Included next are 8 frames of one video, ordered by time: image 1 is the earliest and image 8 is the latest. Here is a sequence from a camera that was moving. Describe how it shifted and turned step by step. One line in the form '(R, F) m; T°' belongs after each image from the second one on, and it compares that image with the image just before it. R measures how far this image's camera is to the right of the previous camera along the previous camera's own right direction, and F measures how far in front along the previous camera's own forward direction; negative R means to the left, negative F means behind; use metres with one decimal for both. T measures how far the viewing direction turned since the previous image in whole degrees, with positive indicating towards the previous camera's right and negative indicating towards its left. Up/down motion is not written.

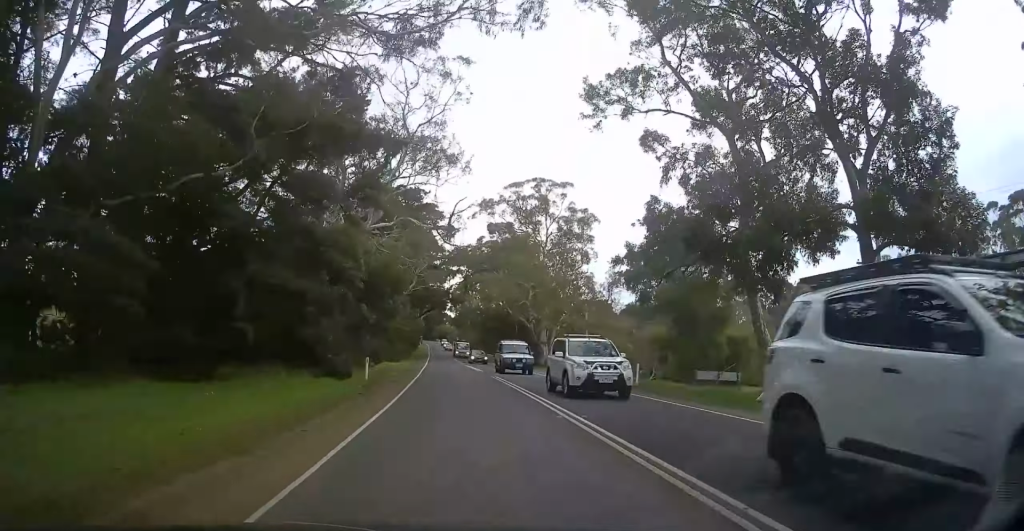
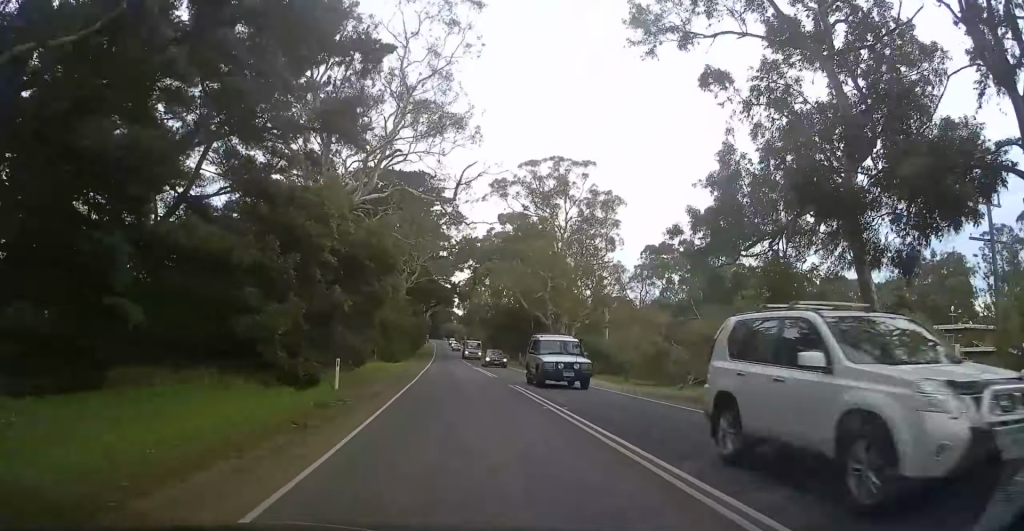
(-0.3, +8.4) m; -1°
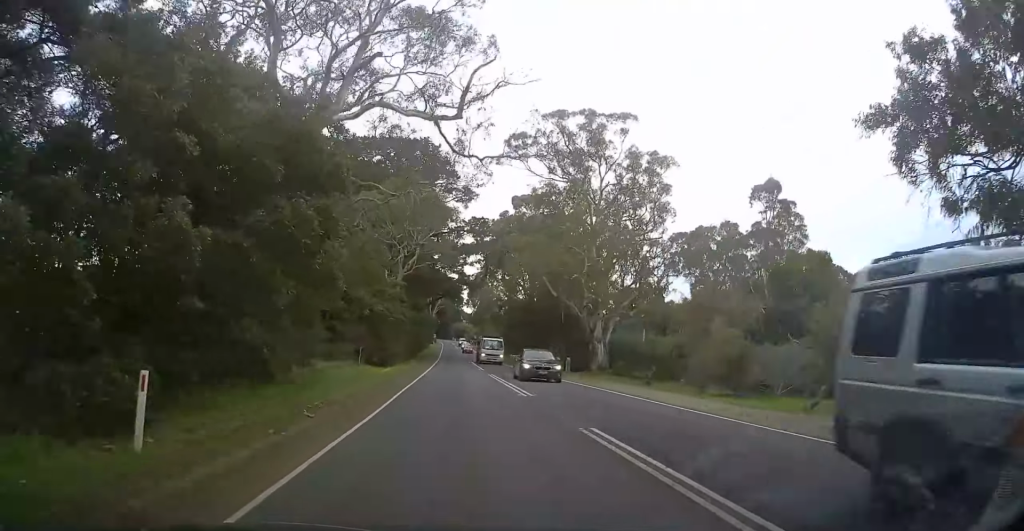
(+0.2, +13.4) m; -1°
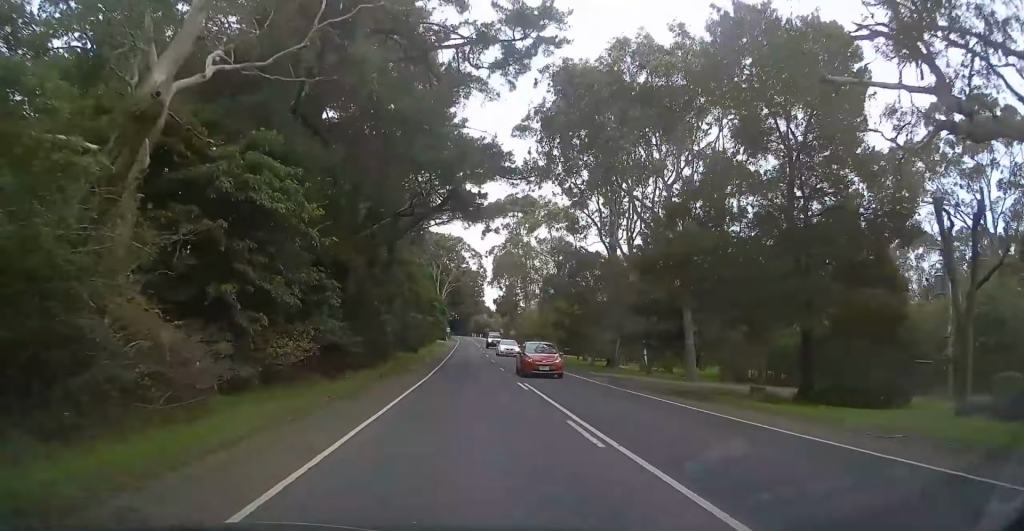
(-0.8, +46.0) m; -1°
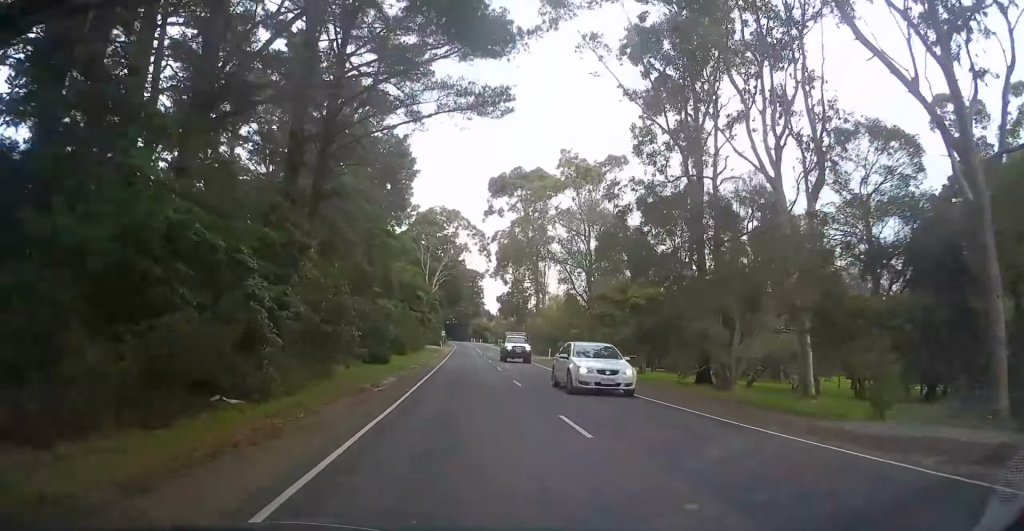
(+0.1, +22.0) m; 0°
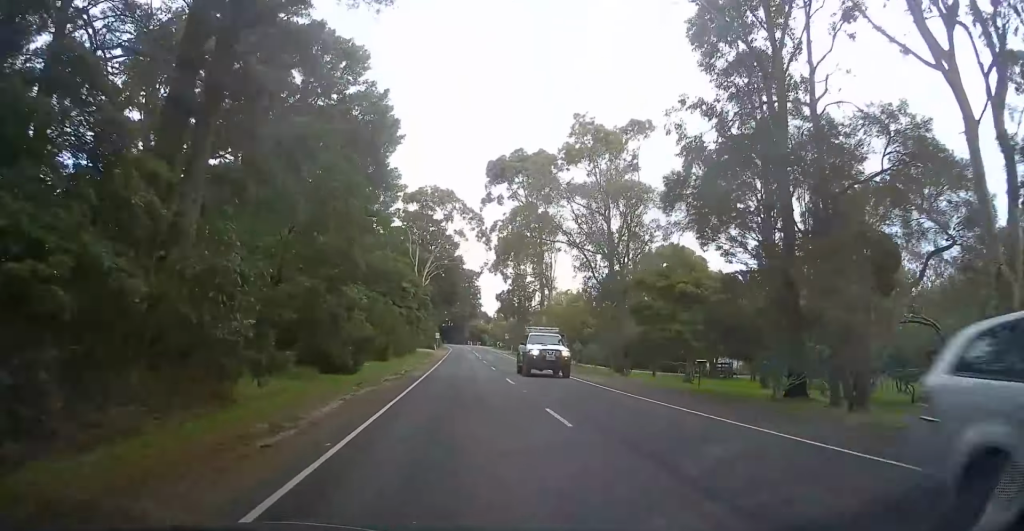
(0.0, +10.6) m; 0°
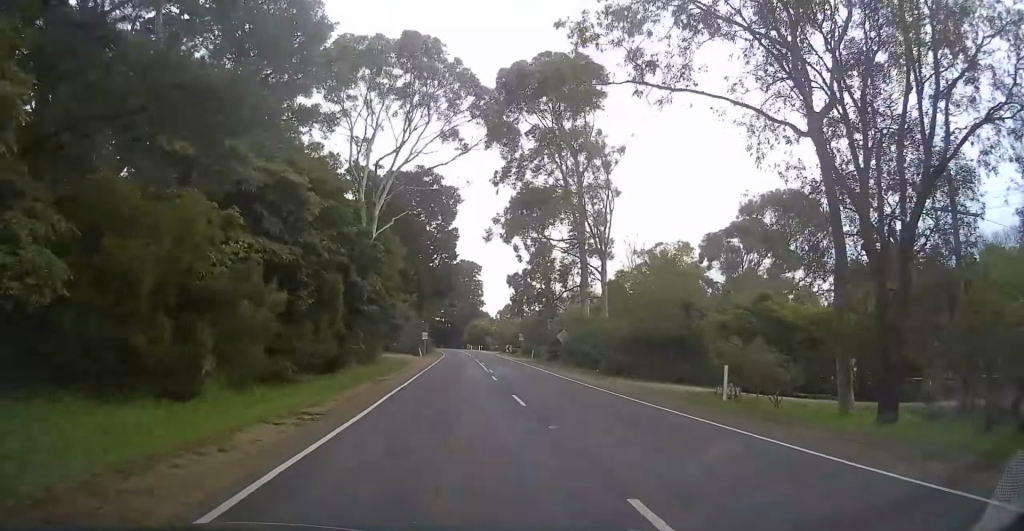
(-0.1, +31.8) m; -1°
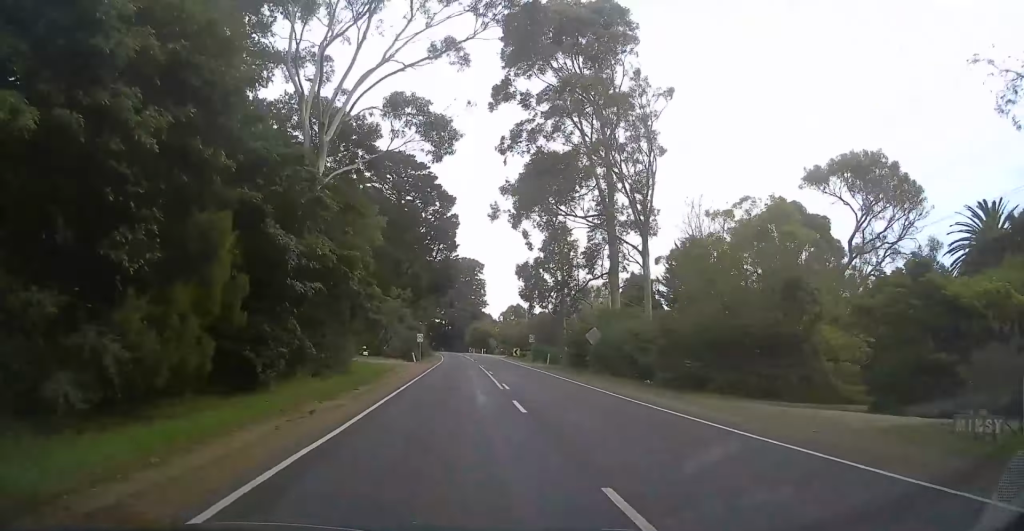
(+0.1, +11.2) m; -1°
